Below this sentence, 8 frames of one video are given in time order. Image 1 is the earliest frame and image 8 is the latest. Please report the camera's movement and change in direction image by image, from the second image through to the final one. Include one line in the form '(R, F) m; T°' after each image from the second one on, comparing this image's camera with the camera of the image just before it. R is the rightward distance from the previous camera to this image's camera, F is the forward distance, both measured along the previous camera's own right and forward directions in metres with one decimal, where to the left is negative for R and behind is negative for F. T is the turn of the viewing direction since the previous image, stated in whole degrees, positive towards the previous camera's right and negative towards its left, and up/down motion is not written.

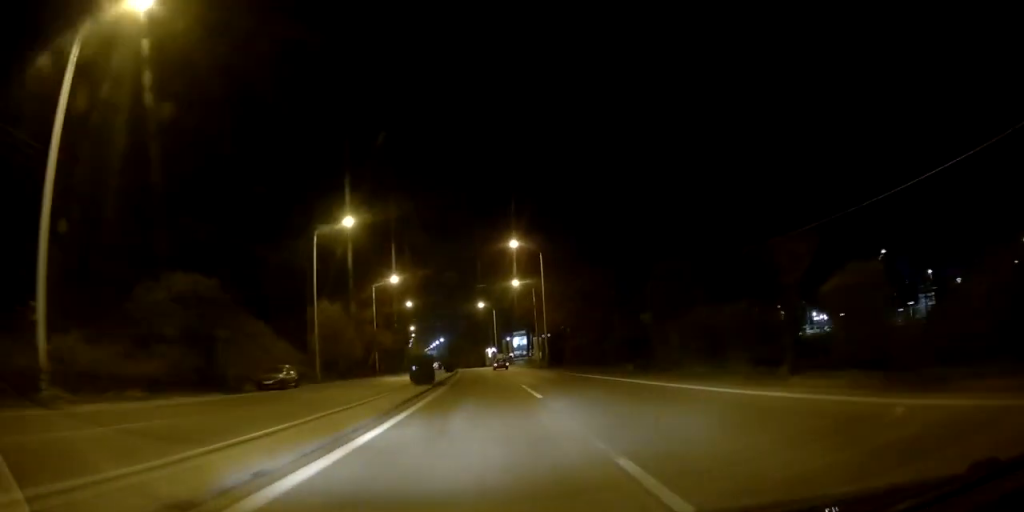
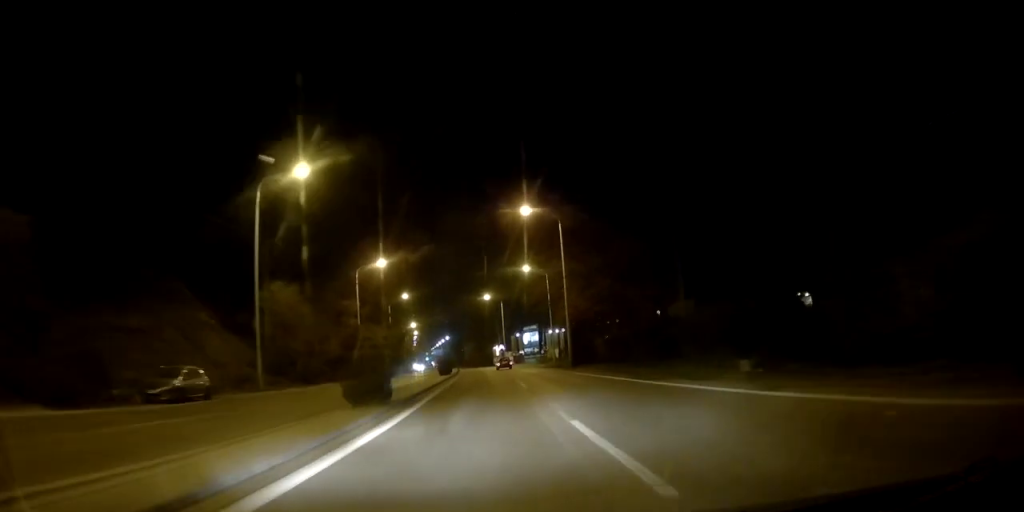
(-0.3, +12.4) m; -2°
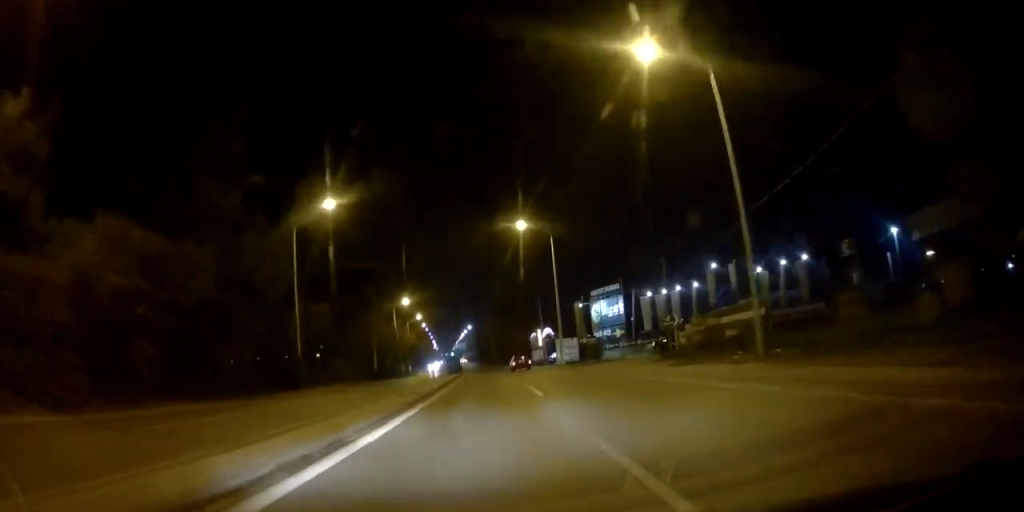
(-1.2, +53.9) m; -2°
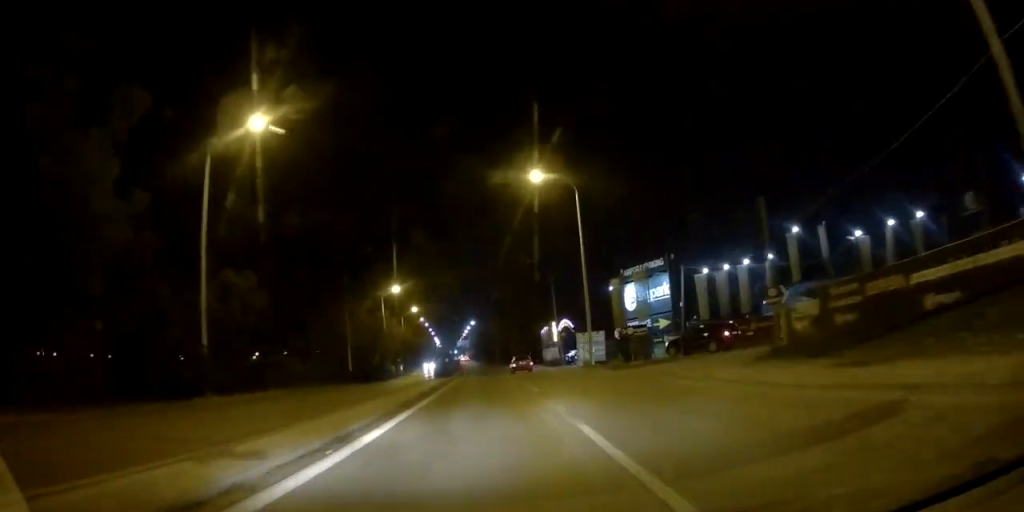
(0.0, +13.9) m; 0°
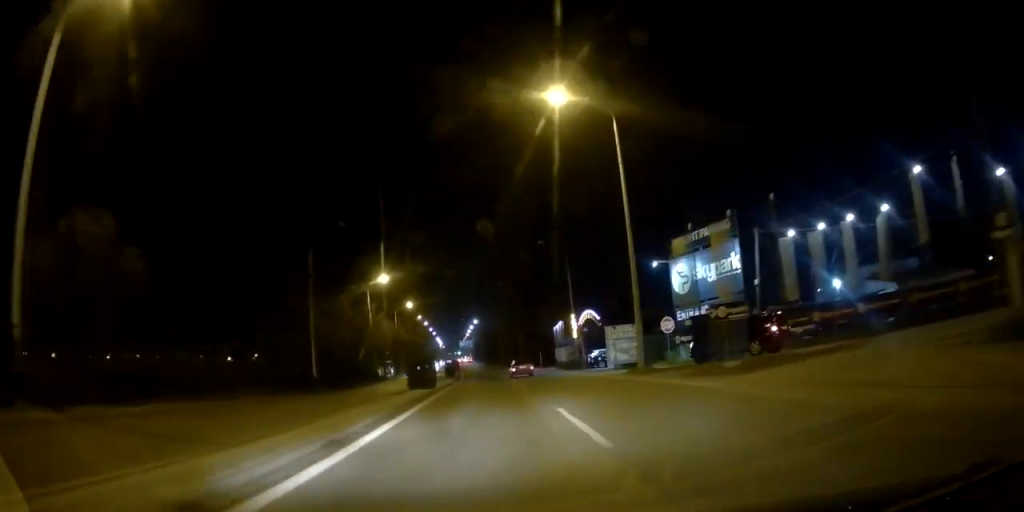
(0.0, +12.1) m; 0°
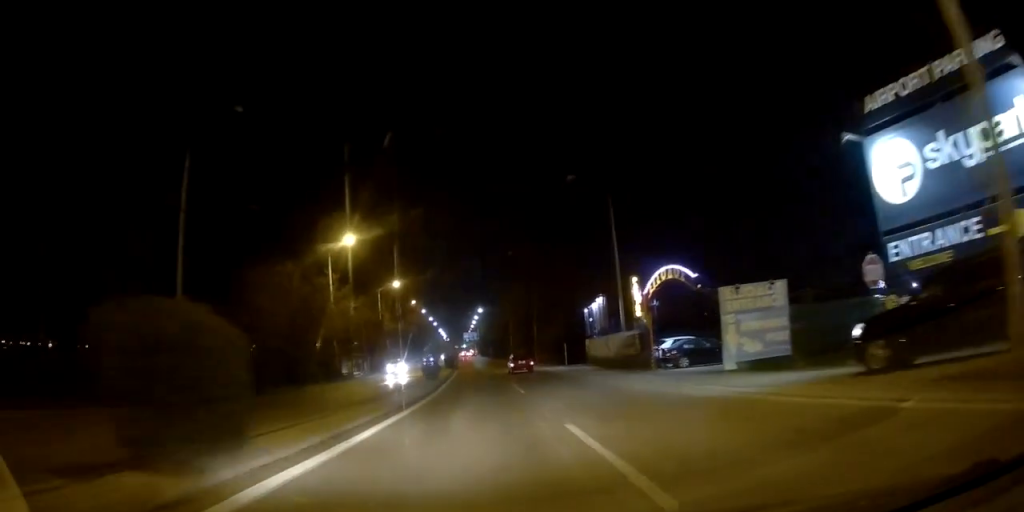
(-0.1, +19.7) m; -1°
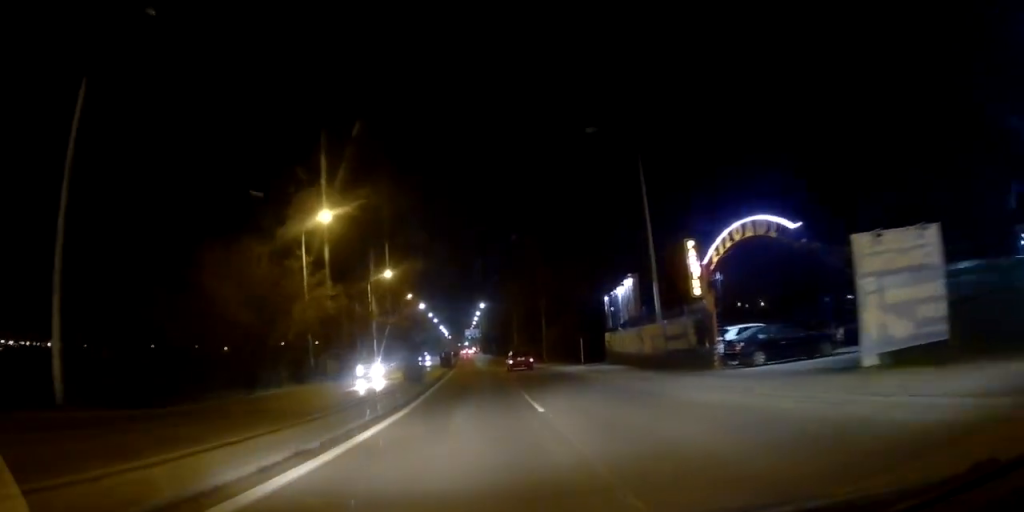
(-0.1, +8.0) m; 0°
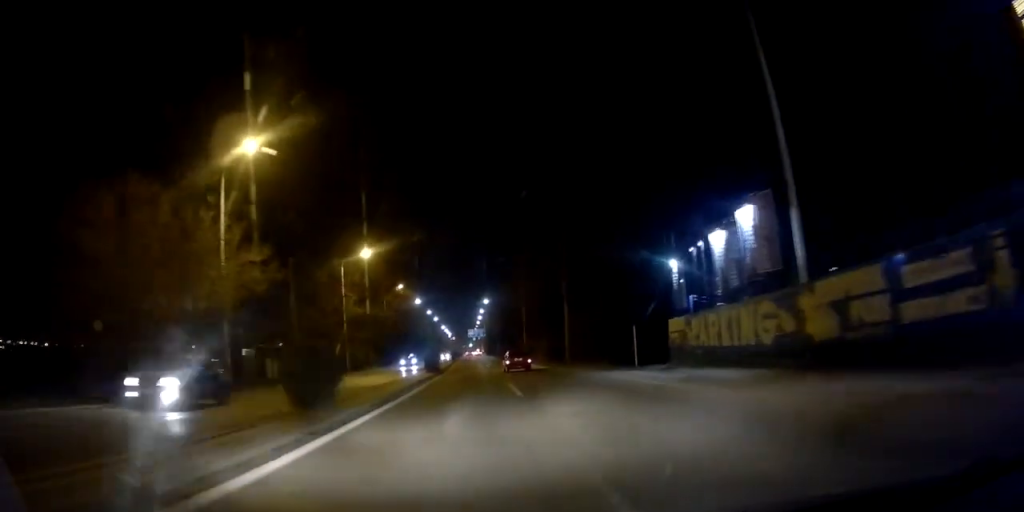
(-0.1, +15.0) m; 0°
